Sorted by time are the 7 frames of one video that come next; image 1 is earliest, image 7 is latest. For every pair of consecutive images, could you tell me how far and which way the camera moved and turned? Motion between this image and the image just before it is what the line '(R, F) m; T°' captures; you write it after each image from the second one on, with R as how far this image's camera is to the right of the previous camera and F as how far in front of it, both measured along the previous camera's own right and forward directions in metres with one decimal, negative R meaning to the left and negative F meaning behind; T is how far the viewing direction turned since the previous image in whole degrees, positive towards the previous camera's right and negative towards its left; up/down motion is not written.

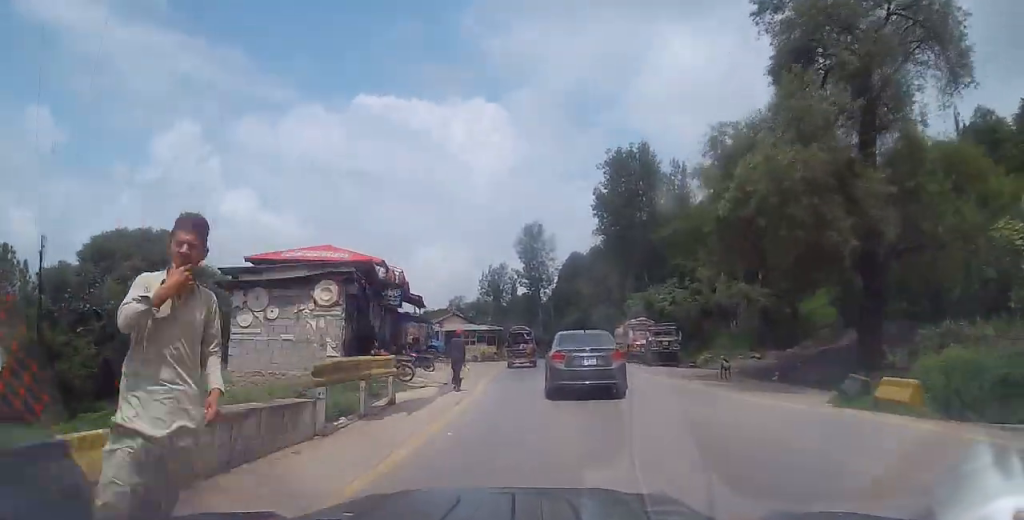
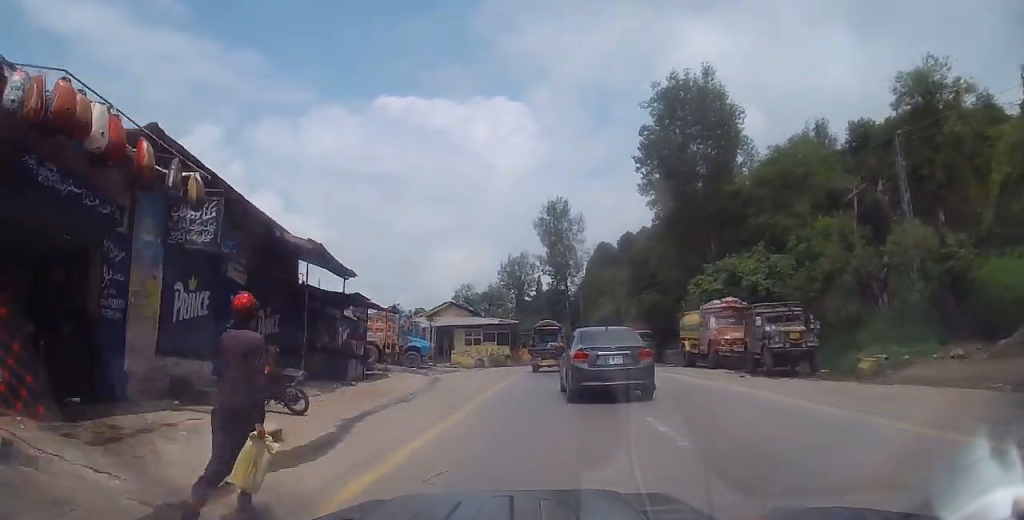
(-0.6, +16.1) m; -3°
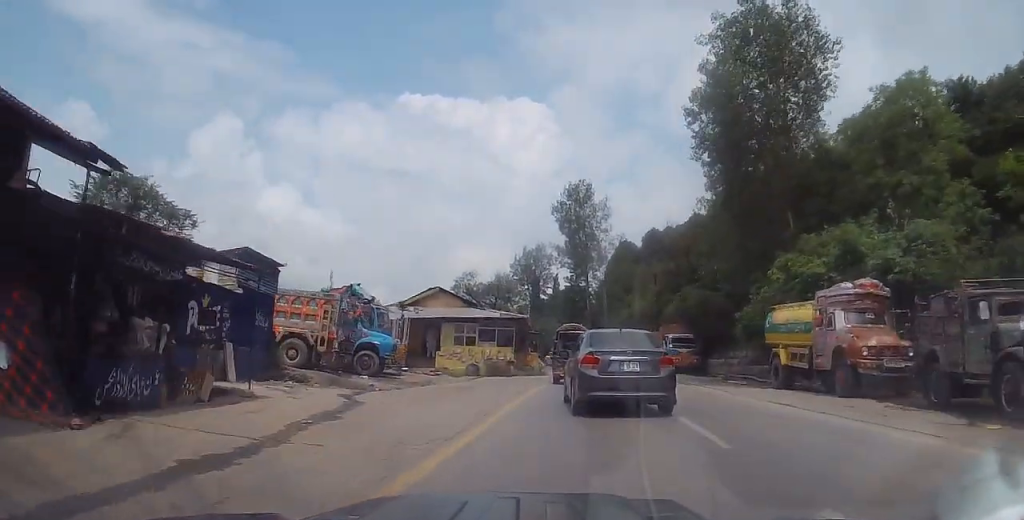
(0.0, +11.4) m; -2°
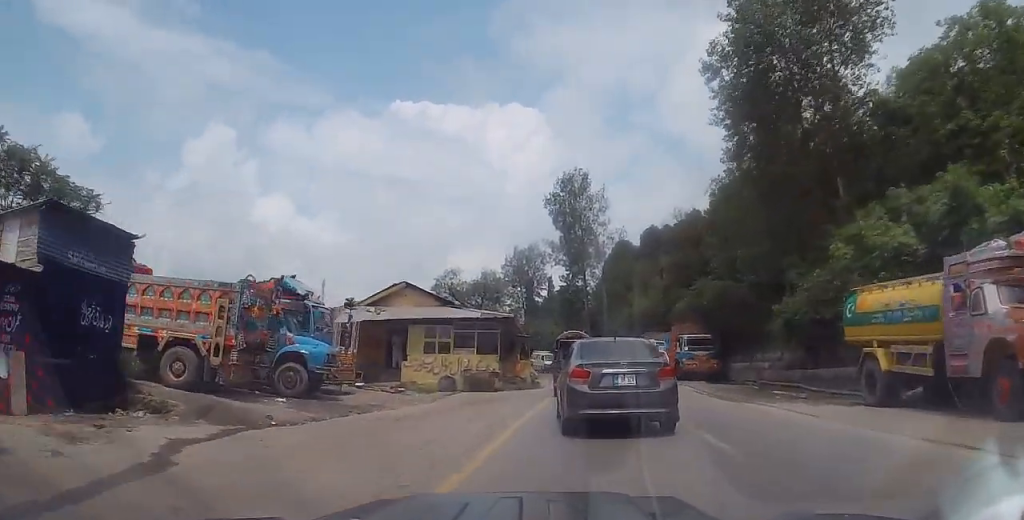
(-0.2, +6.6) m; 0°
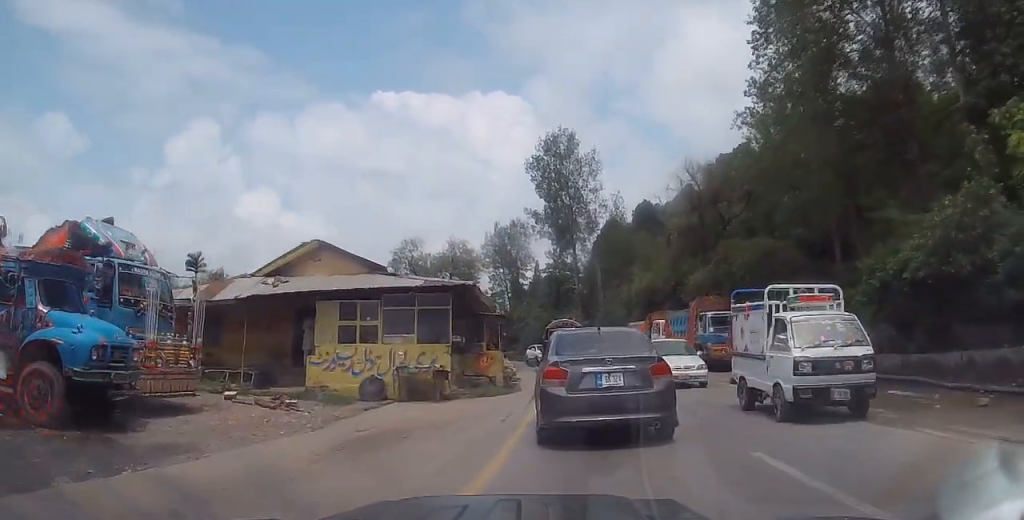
(+0.4, +9.2) m; +5°
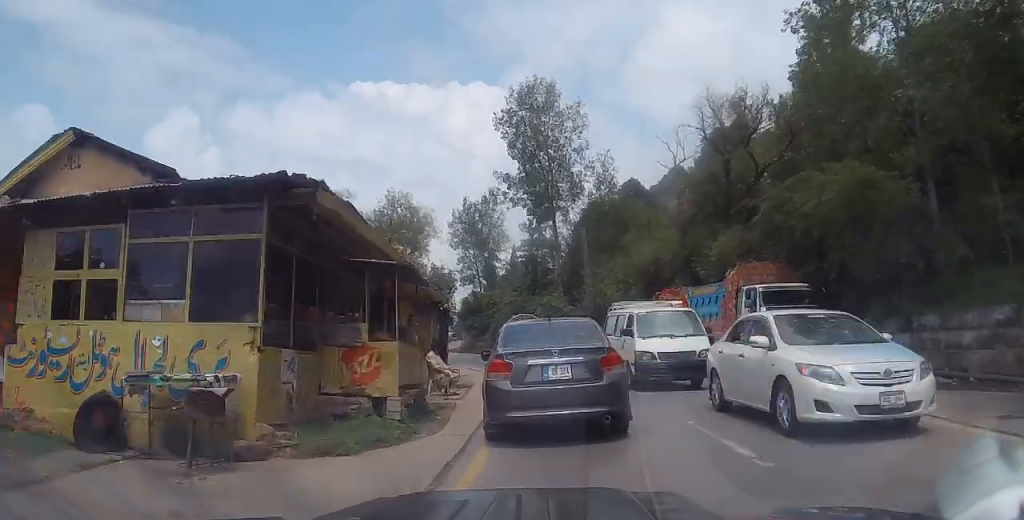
(+0.3, +10.7) m; -1°
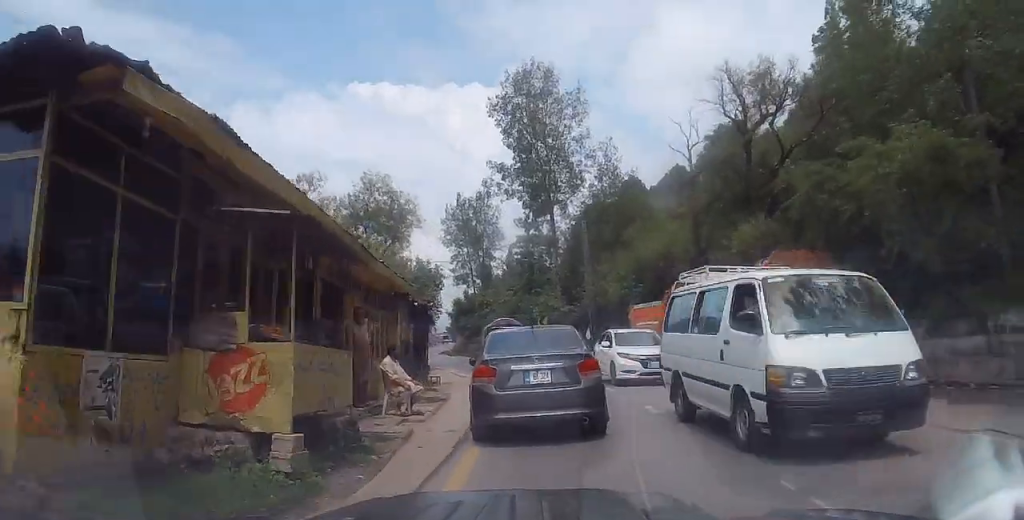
(-0.1, +3.7) m; -2°
